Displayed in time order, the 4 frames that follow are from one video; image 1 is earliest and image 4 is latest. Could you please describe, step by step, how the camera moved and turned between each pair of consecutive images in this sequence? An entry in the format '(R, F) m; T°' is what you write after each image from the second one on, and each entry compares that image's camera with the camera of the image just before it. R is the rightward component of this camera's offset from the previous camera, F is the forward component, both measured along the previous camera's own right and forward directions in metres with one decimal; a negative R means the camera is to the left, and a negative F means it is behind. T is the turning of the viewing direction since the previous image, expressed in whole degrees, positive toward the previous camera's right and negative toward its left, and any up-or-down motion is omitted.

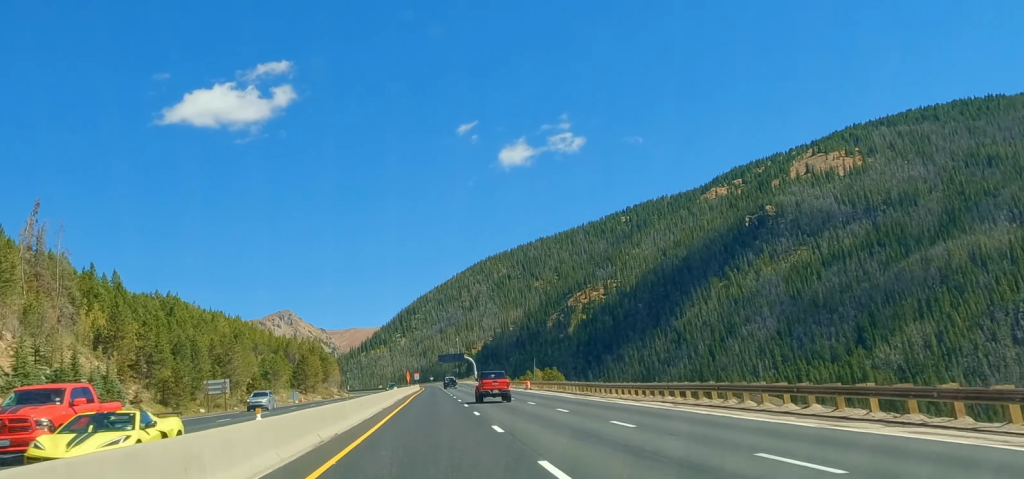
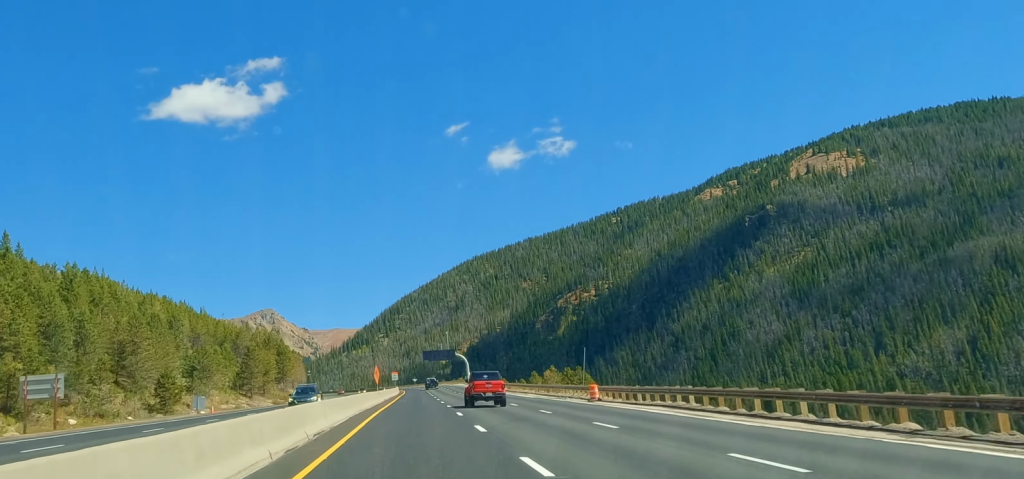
(0.0, +48.0) m; +1°
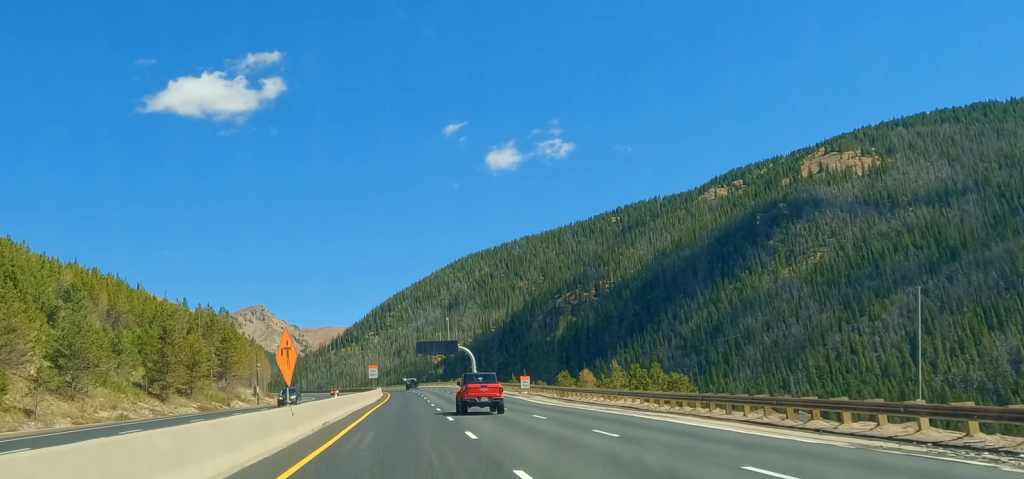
(+0.3, +49.8) m; +1°
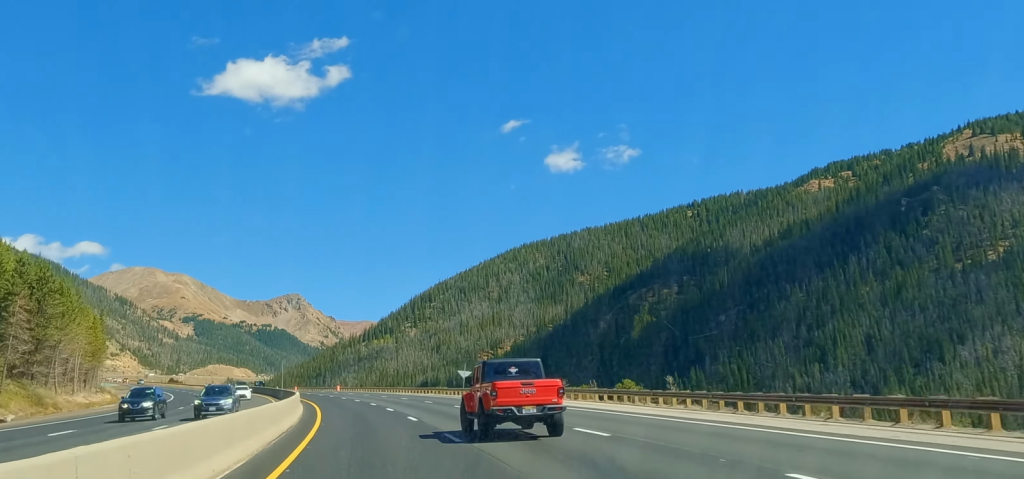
(-7.2, +170.7) m; -8°
